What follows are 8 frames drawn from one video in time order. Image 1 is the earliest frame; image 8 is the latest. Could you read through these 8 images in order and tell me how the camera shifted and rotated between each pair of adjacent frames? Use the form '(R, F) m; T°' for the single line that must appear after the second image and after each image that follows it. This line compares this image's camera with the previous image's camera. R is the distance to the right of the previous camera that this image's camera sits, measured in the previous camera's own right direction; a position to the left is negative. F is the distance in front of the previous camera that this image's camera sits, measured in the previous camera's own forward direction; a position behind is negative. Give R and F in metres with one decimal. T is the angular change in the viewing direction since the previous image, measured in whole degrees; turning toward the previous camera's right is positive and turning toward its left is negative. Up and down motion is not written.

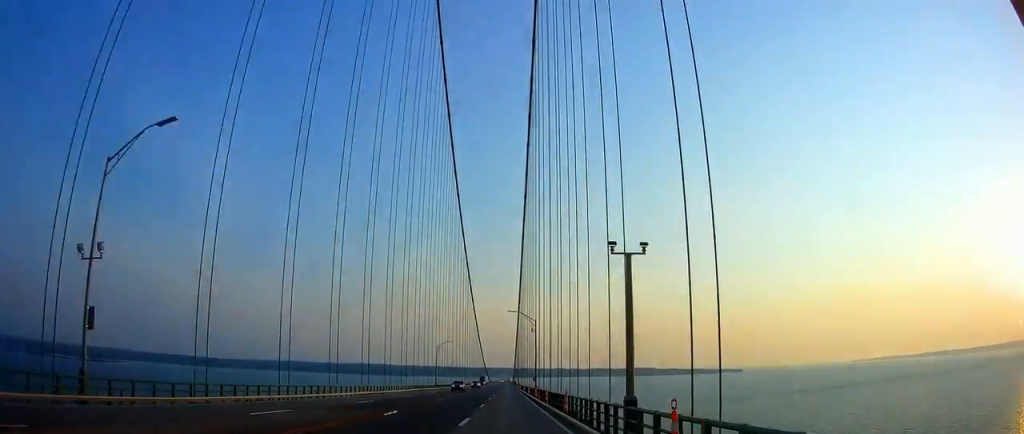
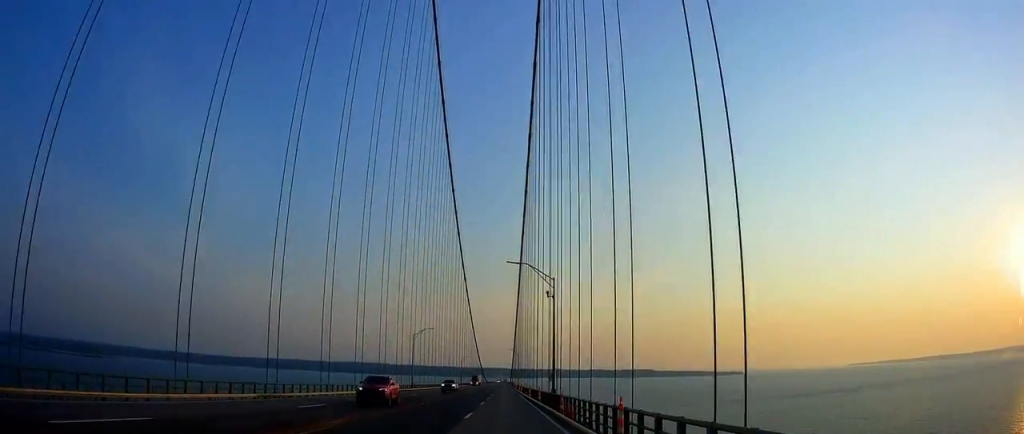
(-0.1, +24.4) m; 0°
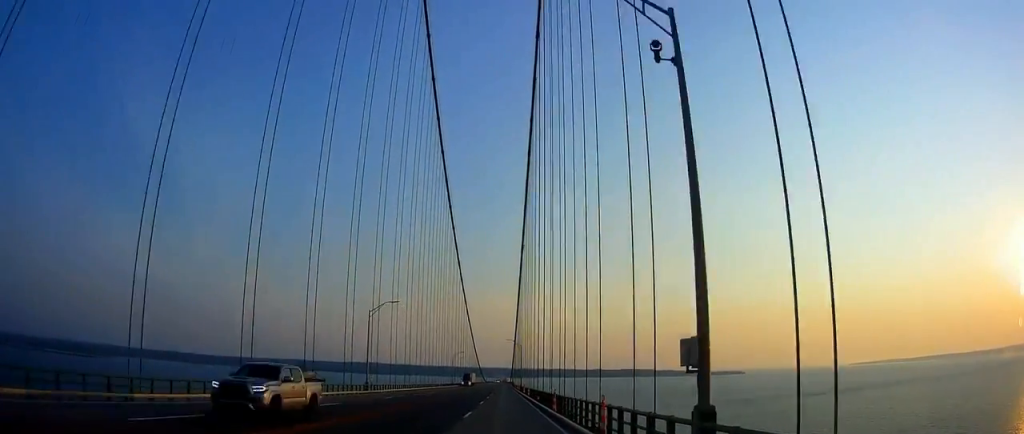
(+0.1, +26.2) m; 0°
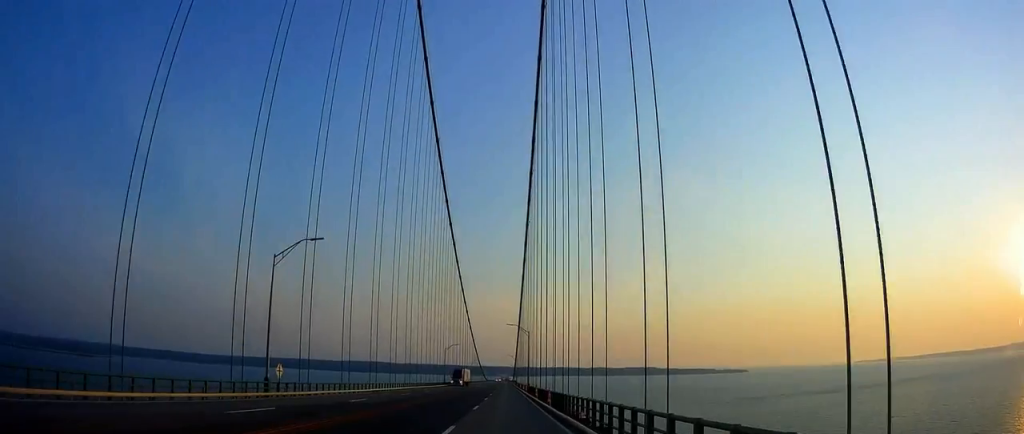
(-0.2, +21.9) m; 0°
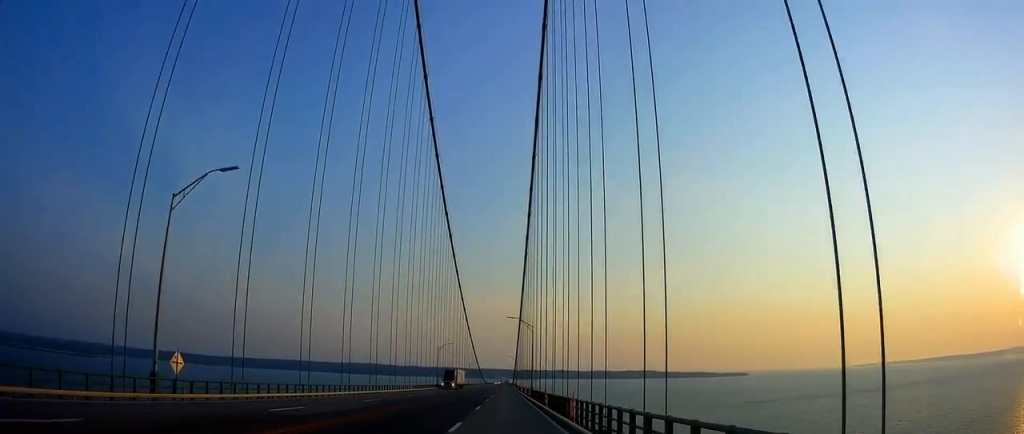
(+0.1, +10.4) m; +1°
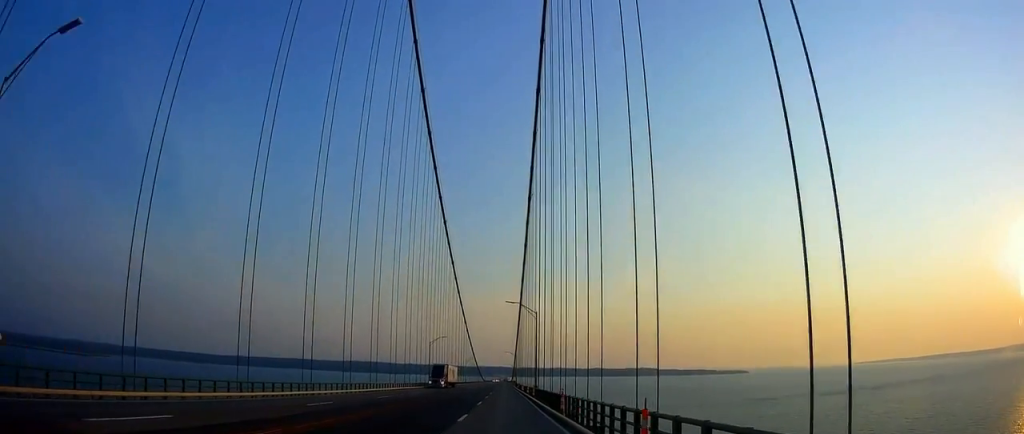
(+0.1, +10.4) m; 0°
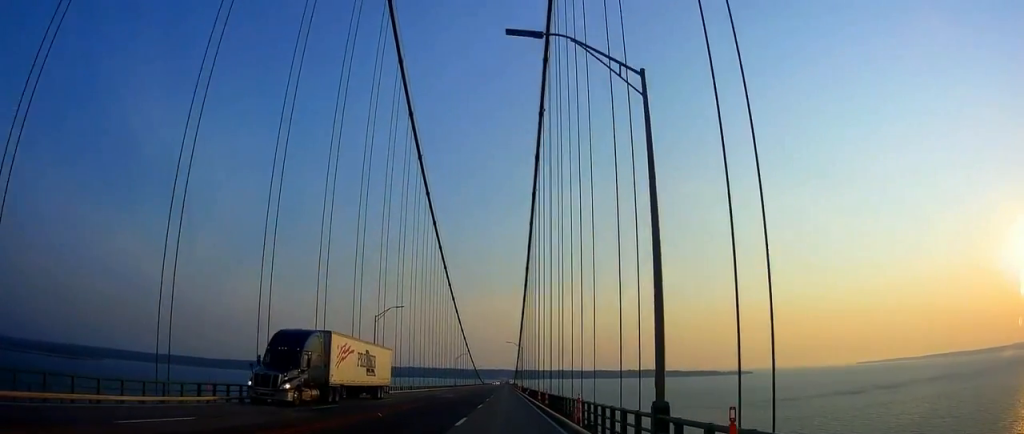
(0.0, +49.1) m; 0°
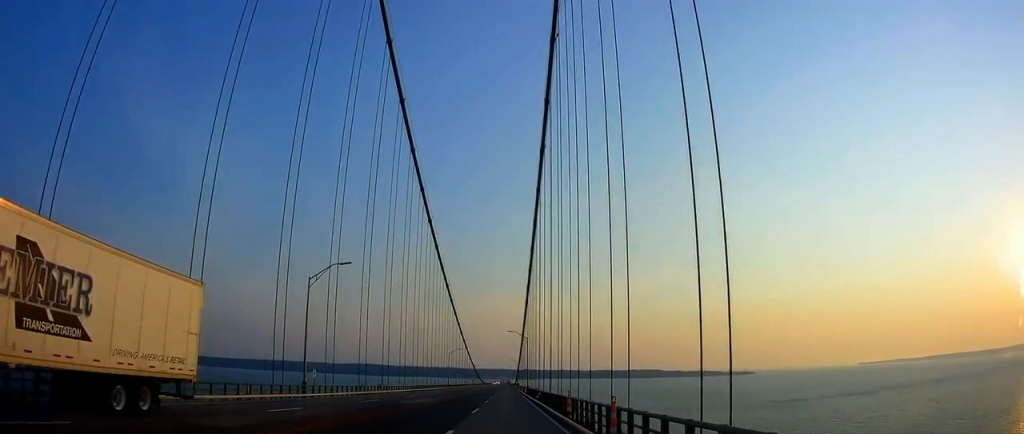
(+0.1, +23.1) m; 0°
